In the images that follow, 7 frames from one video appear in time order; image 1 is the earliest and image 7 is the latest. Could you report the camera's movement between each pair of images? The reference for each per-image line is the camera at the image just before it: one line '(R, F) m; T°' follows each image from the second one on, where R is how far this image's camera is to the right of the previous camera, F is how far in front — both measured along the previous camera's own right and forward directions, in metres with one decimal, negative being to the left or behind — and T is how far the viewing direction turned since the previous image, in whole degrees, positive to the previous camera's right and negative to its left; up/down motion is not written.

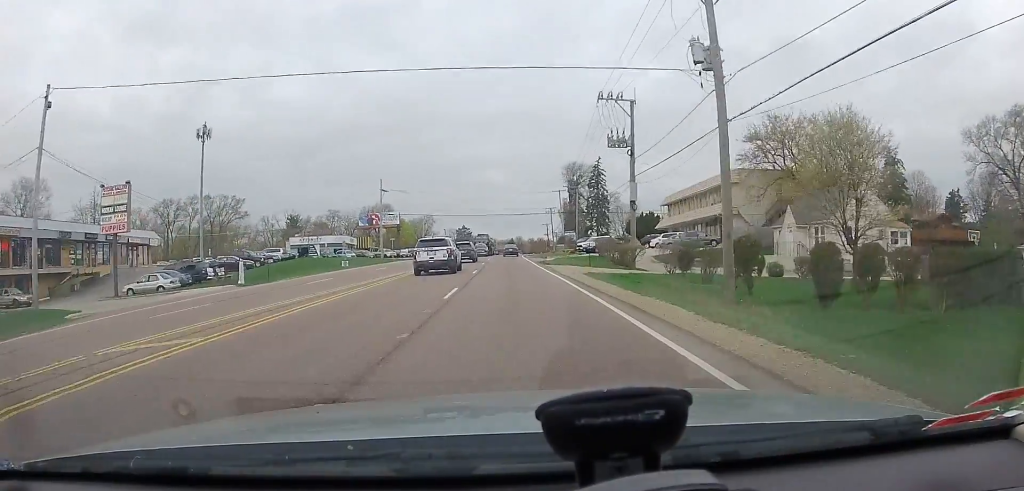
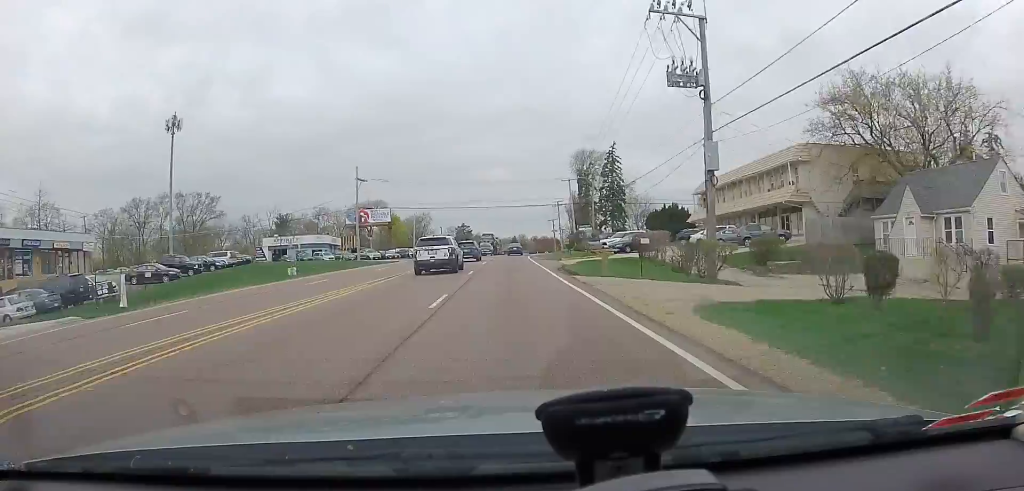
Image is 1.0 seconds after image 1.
(-0.4, +14.1) m; -1°
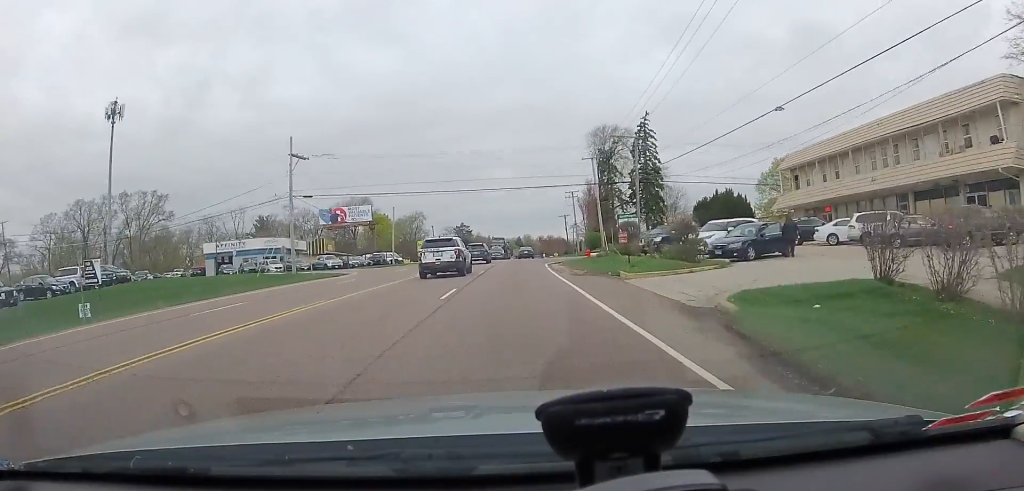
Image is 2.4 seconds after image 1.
(+0.2, +22.2) m; 0°
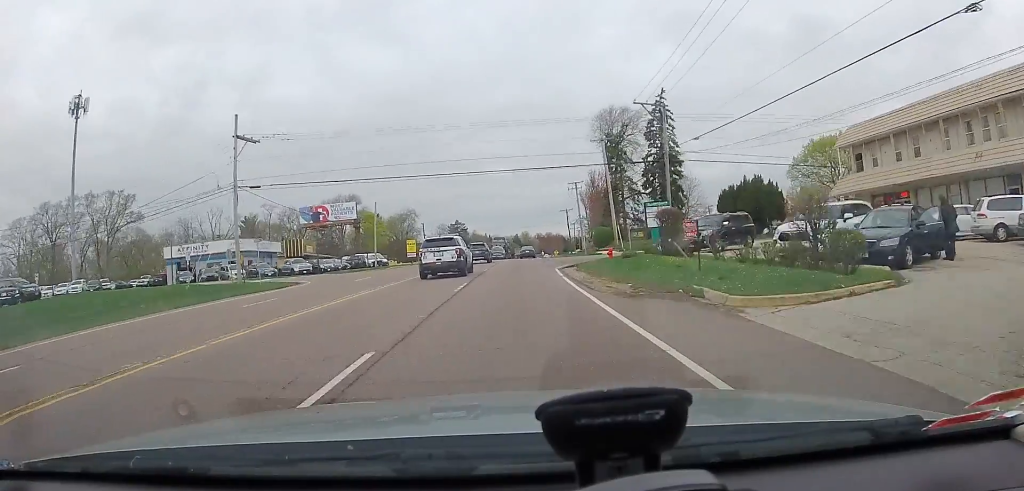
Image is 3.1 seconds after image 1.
(-0.3, +9.8) m; 0°
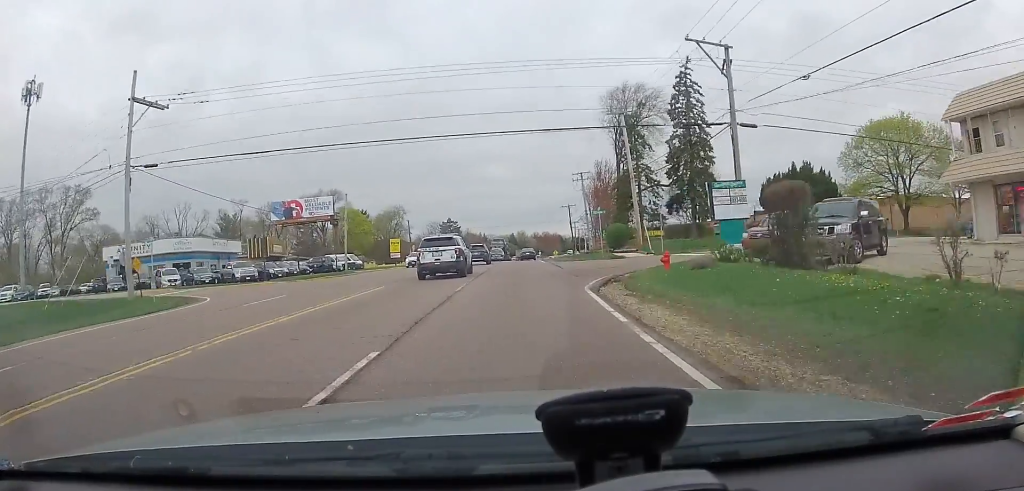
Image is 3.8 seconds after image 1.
(+0.2, +12.0) m; +1°
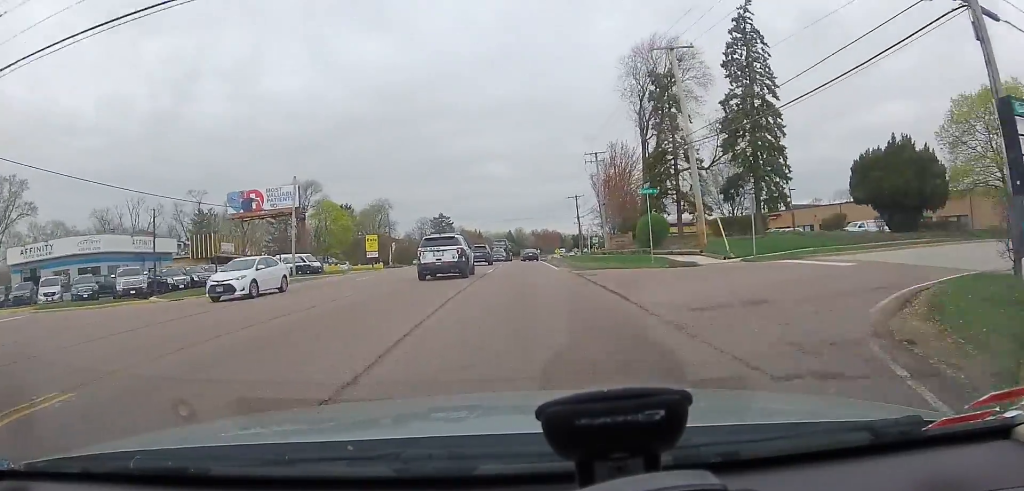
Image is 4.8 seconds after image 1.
(+0.2, +15.2) m; +1°
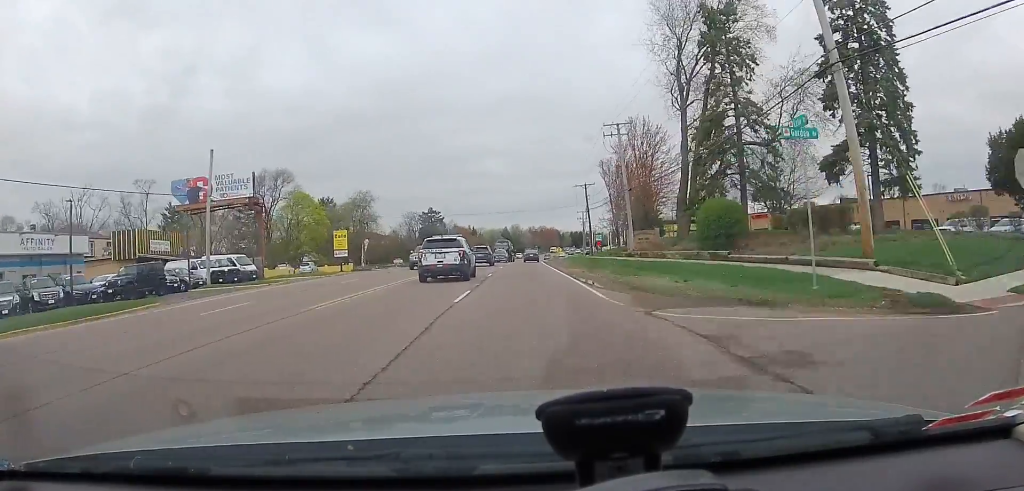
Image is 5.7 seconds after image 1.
(0.0, +14.7) m; 0°
